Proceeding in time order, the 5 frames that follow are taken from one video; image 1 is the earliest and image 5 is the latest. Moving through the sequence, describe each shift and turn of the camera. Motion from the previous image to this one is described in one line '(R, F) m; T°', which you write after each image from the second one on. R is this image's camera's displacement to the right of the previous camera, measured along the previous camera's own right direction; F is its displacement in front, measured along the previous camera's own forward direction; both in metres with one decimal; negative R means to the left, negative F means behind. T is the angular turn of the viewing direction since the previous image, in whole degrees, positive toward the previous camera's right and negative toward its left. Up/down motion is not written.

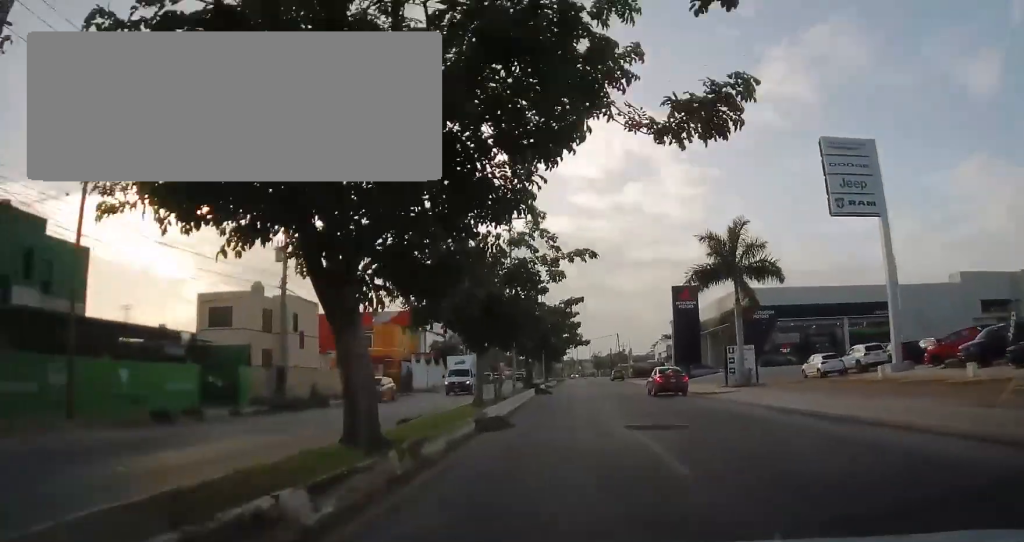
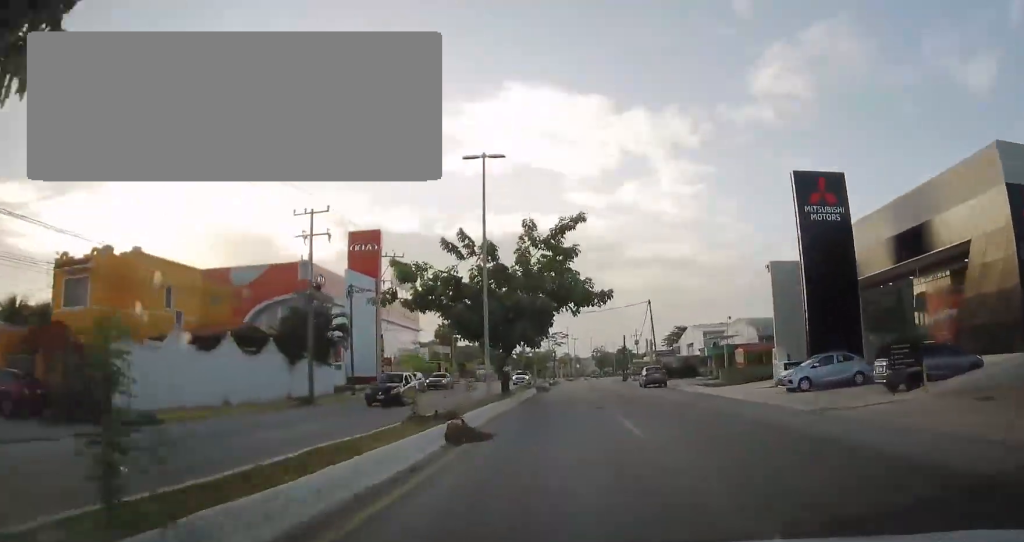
(-0.4, +40.5) m; +1°
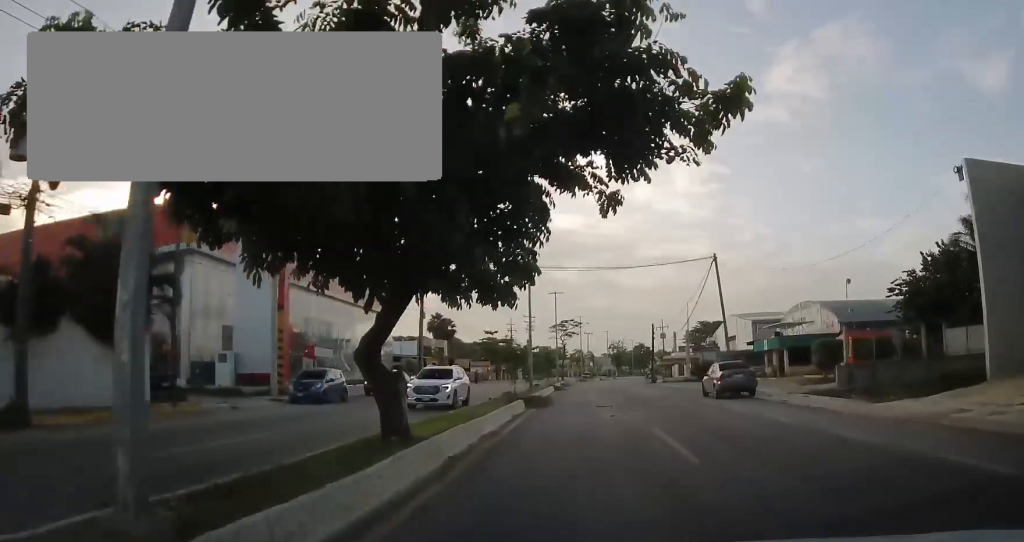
(-0.2, +19.6) m; 0°
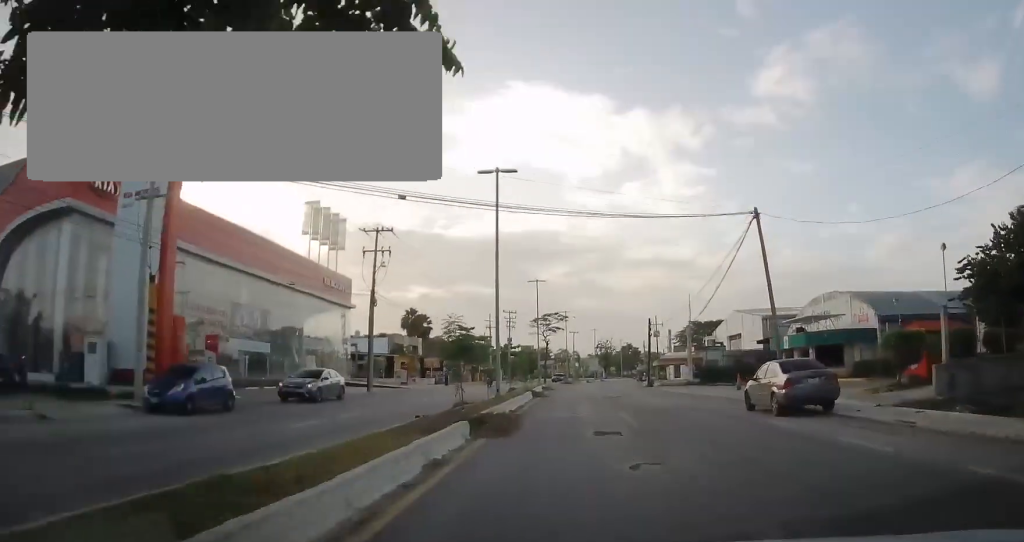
(+0.2, +9.5) m; 0°
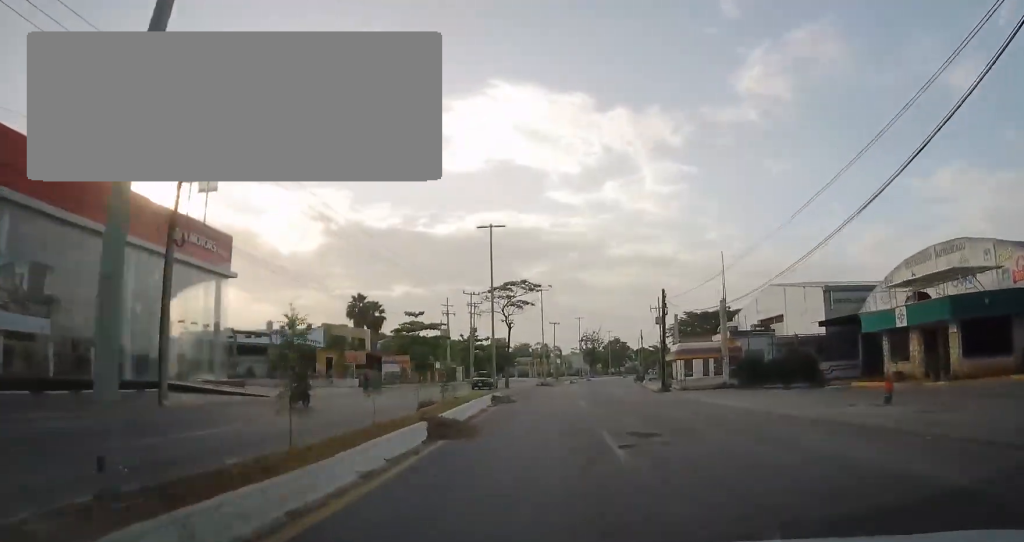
(-0.2, +20.4) m; 0°
